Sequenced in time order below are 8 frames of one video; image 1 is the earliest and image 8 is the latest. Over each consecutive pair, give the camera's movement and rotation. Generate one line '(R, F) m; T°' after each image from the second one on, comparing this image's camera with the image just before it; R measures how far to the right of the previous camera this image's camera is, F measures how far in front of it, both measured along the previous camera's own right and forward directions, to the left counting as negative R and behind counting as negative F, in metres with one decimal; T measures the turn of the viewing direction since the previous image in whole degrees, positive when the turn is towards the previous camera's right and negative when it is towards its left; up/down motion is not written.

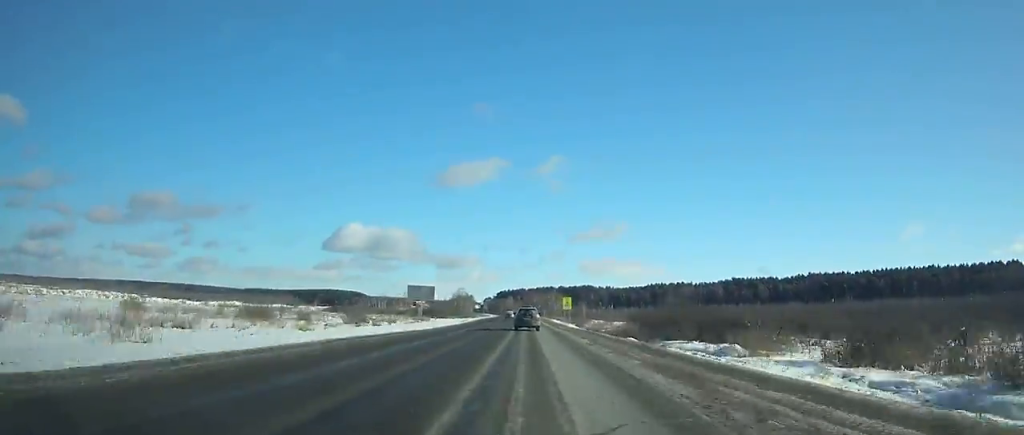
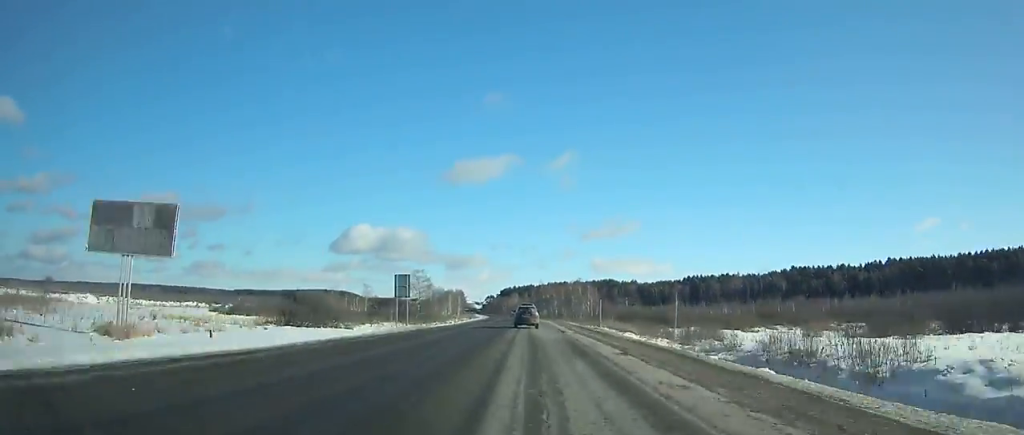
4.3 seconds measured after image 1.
(-0.2, +100.0) m; -1°
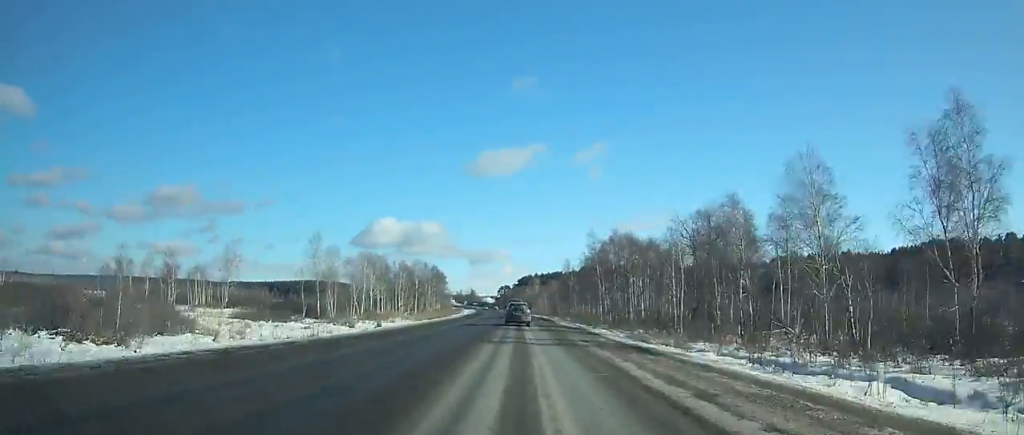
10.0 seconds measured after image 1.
(-2.3, +130.1) m; -3°
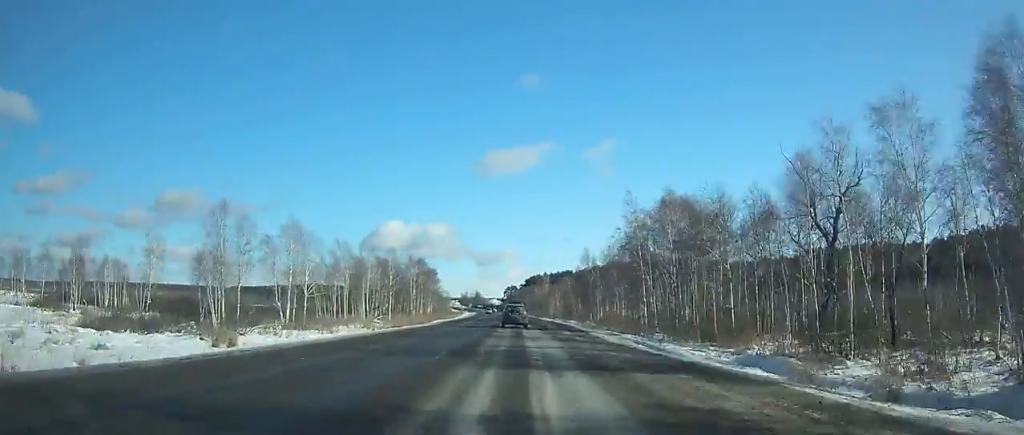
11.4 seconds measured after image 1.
(-0.2, +31.1) m; -1°
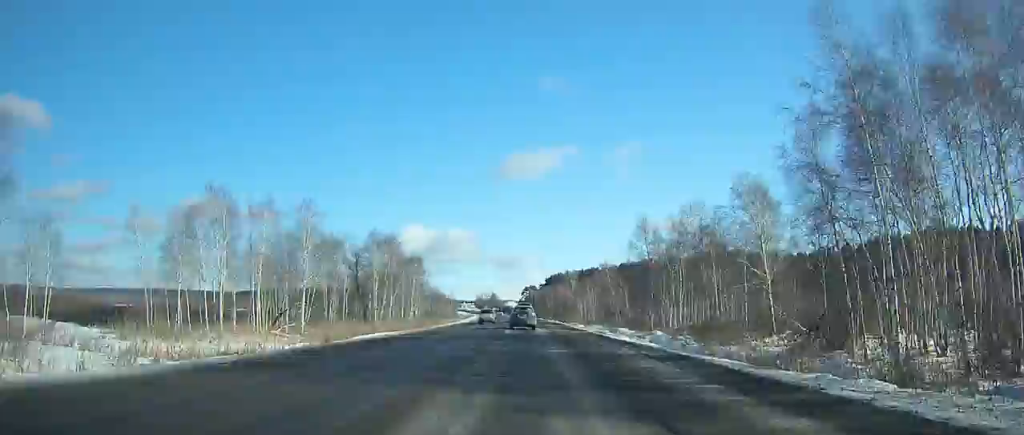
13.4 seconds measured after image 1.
(-0.7, +43.6) m; -1°
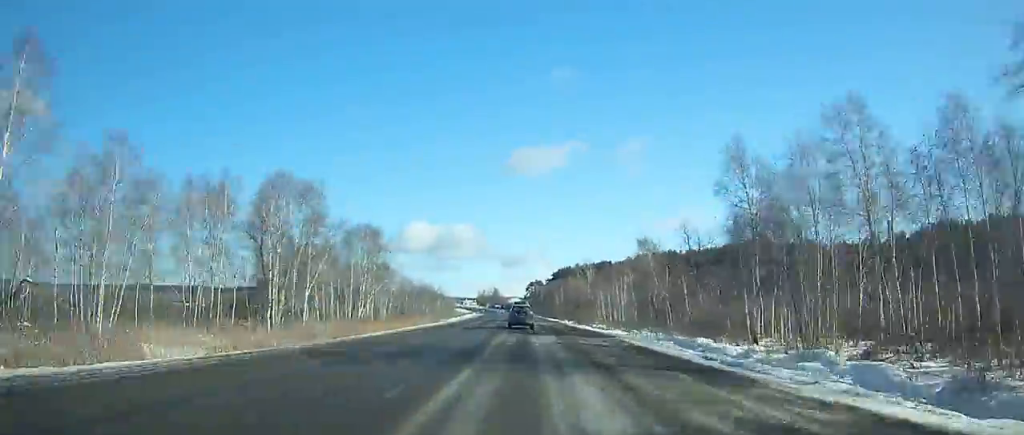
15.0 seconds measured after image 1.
(-0.3, +34.3) m; -1°
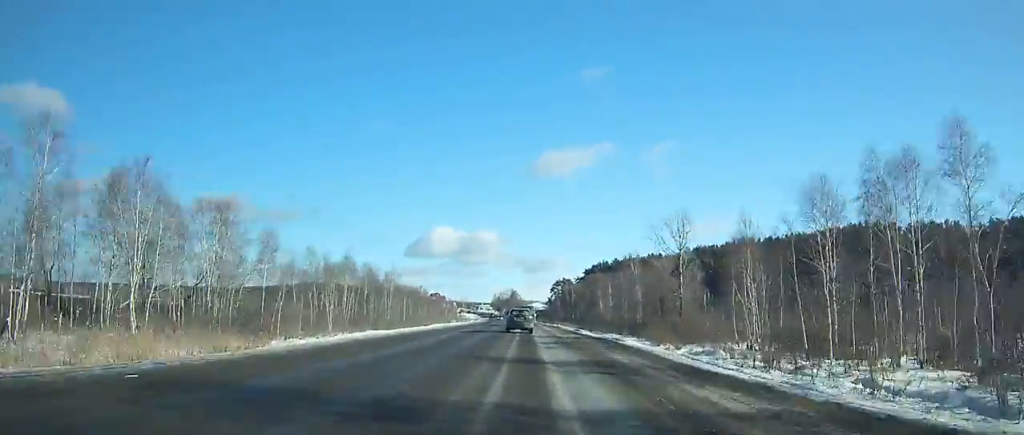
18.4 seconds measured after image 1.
(-1.0, +71.7) m; -2°
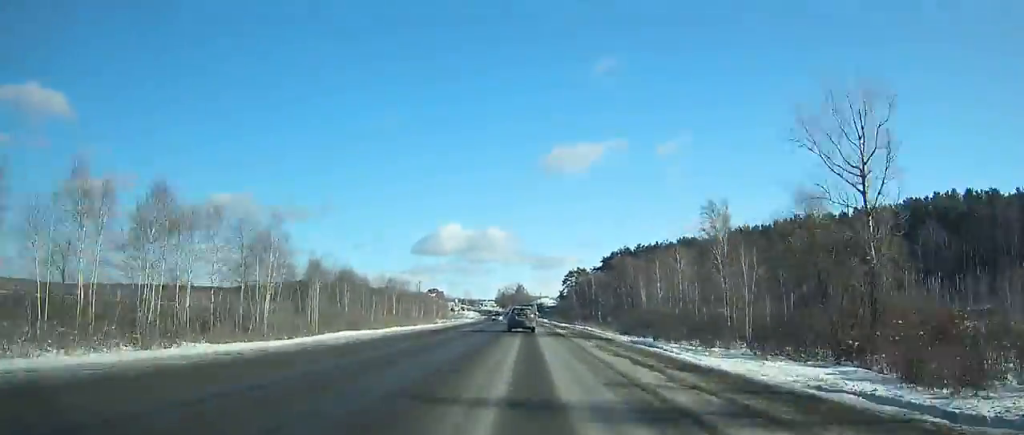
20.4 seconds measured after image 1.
(-0.3, +41.9) m; -1°
